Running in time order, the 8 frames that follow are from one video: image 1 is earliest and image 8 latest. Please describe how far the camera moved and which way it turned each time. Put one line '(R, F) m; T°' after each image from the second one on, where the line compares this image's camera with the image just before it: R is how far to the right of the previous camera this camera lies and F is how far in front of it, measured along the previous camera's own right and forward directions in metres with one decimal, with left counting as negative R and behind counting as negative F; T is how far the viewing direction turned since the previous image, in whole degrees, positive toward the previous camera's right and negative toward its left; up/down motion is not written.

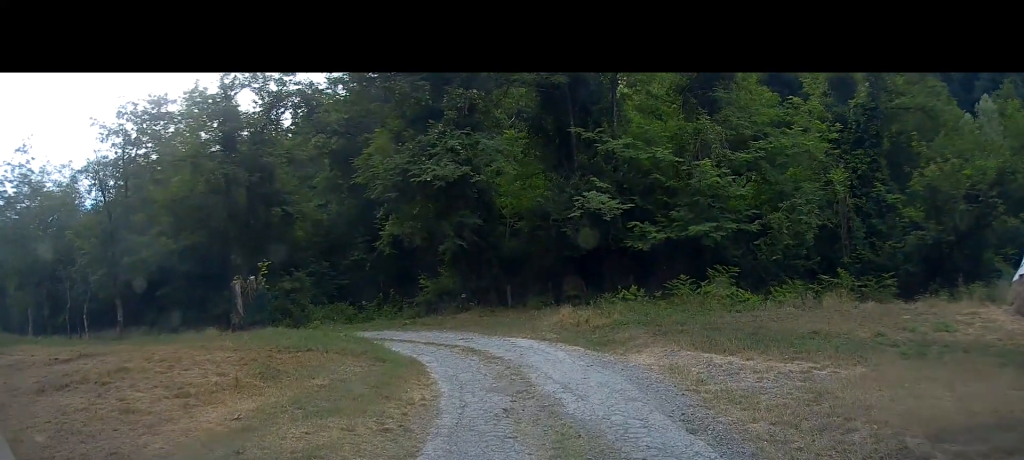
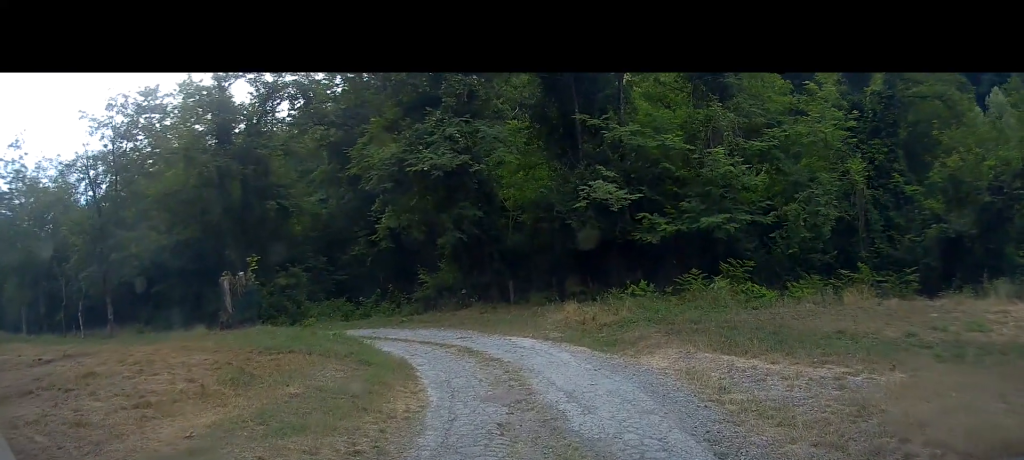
(-0.1, +1.6) m; -4°
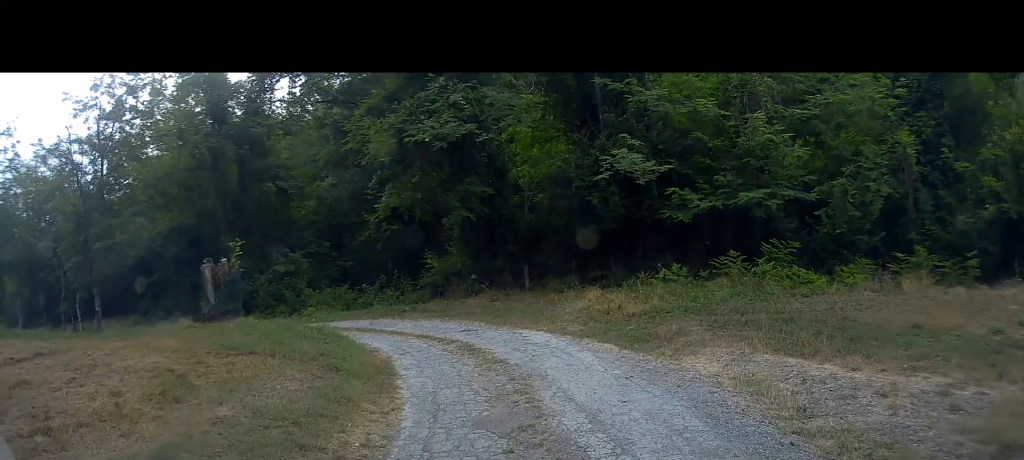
(0.0, +3.3) m; +1°
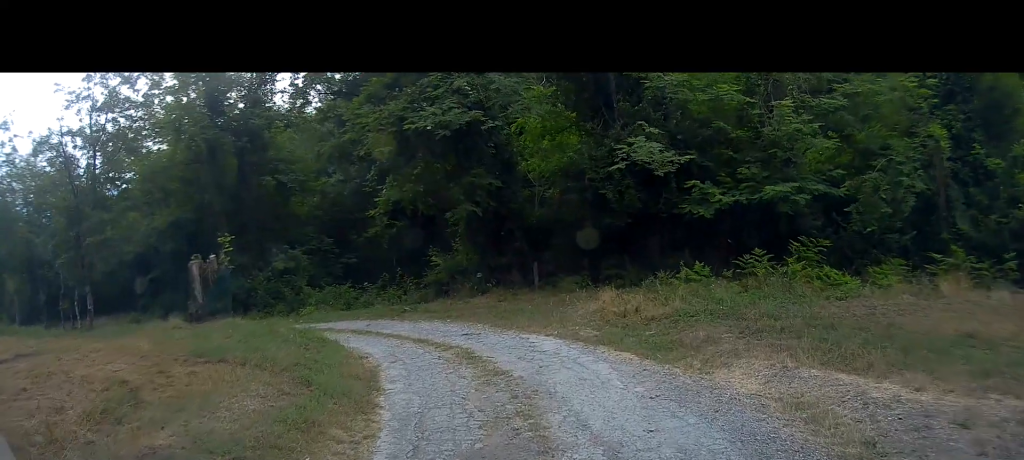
(0.0, +1.4) m; -5°
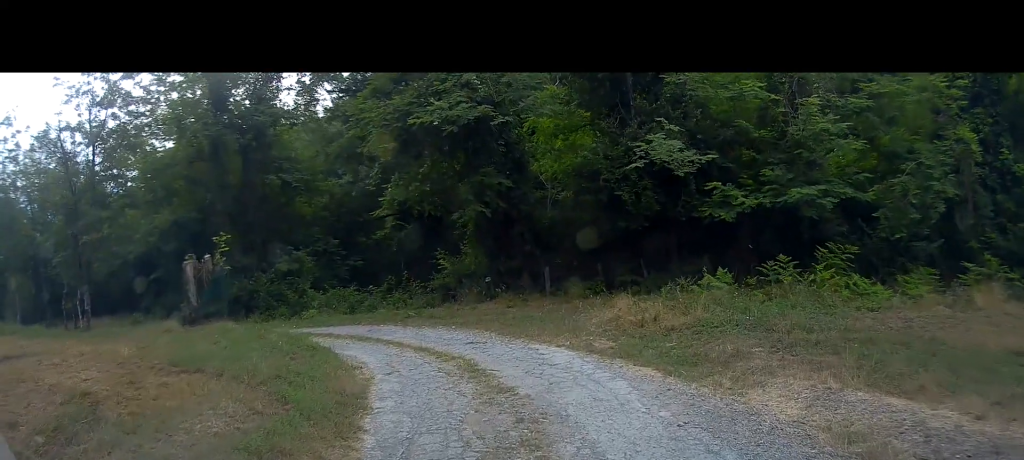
(-0.1, +0.9) m; -6°
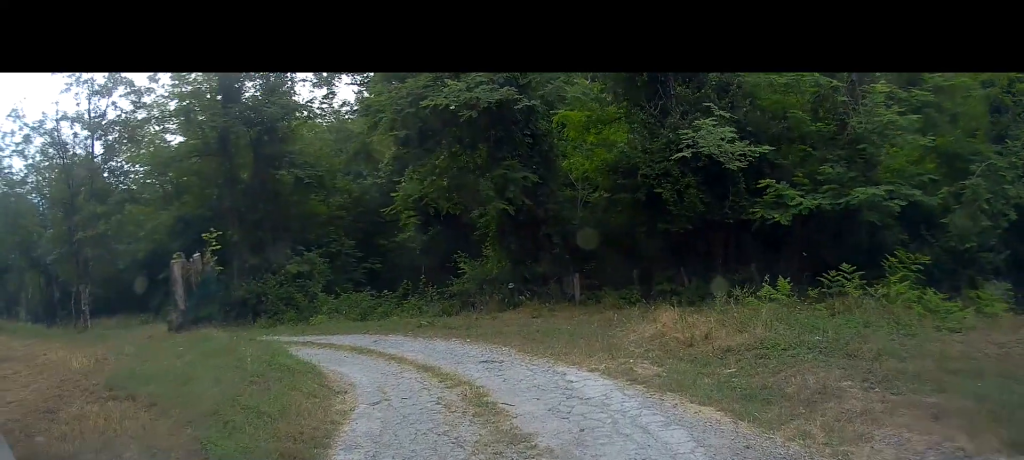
(-0.2, +1.8) m; +1°
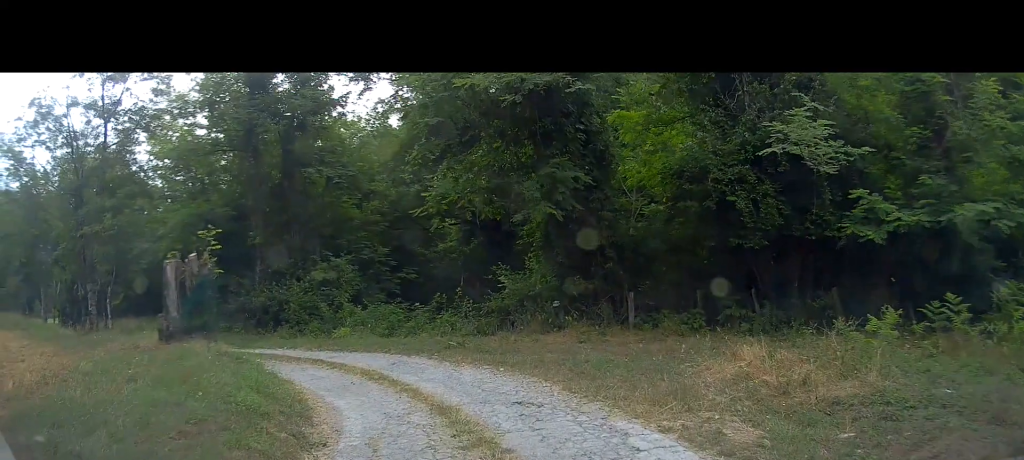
(+0.2, +2.0) m; +6°
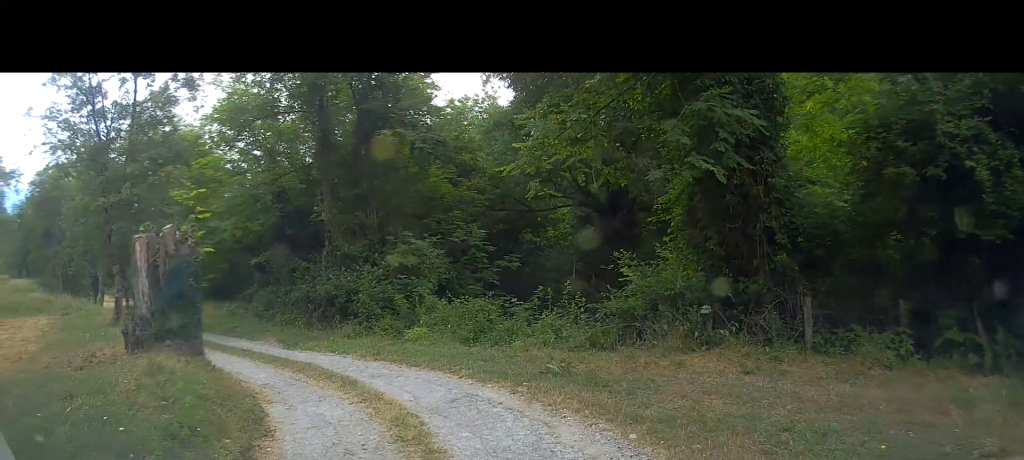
(-0.2, +4.7) m; -11°
